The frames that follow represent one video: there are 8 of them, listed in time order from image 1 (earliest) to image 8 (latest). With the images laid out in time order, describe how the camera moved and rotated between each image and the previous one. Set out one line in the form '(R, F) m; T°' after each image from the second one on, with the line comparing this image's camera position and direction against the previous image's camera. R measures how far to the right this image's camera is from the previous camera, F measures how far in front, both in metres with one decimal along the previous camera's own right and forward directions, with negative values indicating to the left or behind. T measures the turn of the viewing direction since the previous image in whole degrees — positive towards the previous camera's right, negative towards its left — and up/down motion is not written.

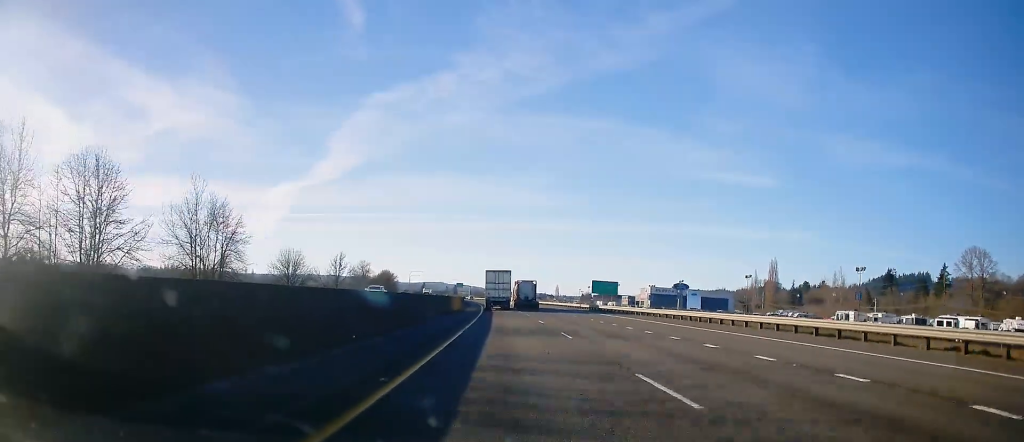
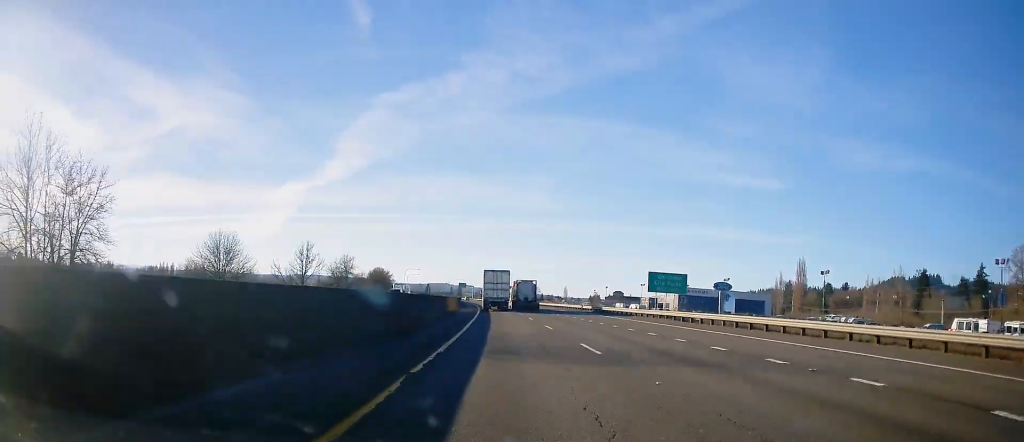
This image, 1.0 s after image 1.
(-0.4, +30.5) m; -1°
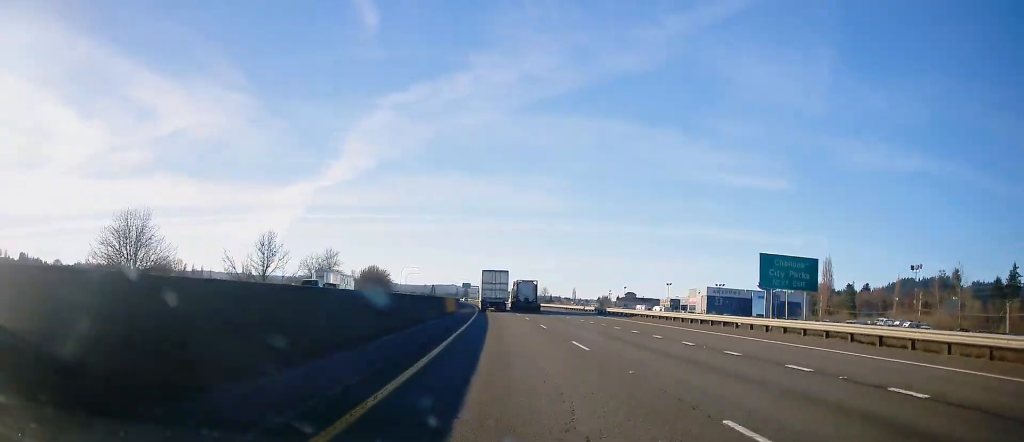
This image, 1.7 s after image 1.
(0.0, +23.0) m; 0°
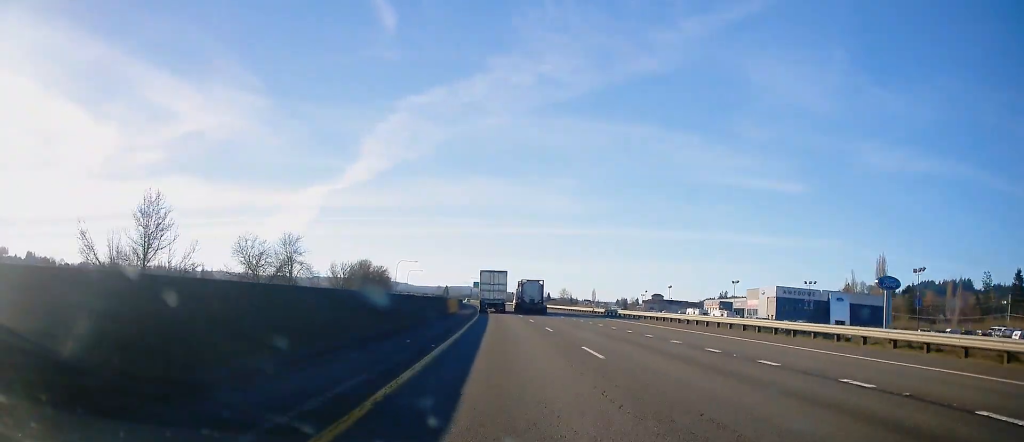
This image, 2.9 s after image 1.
(0.0, +38.5) m; -1°
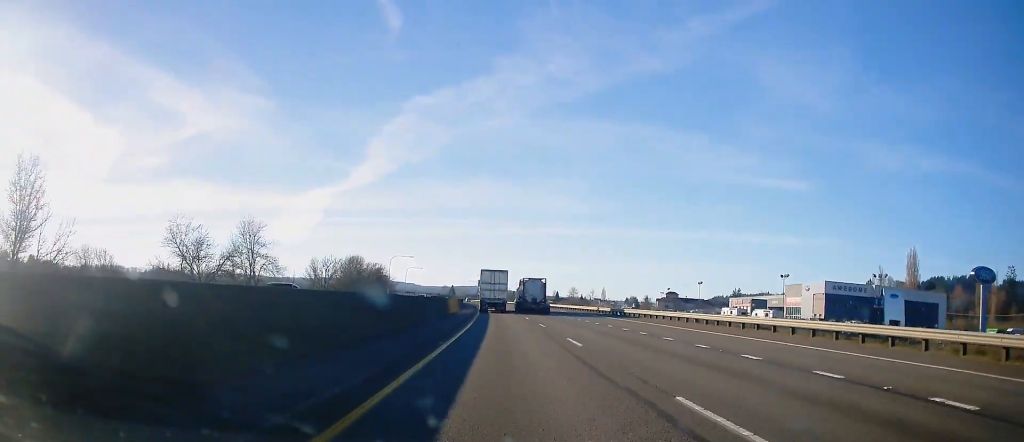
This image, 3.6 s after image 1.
(-0.2, +20.6) m; -1°
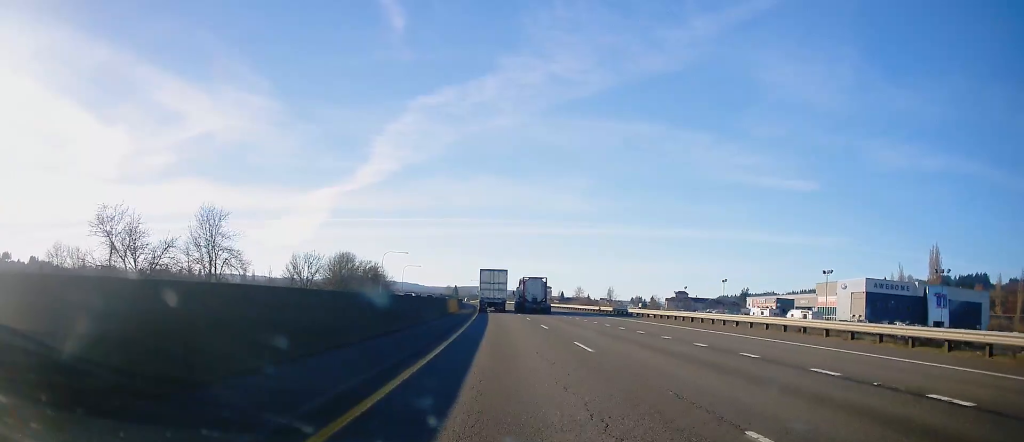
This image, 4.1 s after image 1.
(-0.3, +14.5) m; -1°
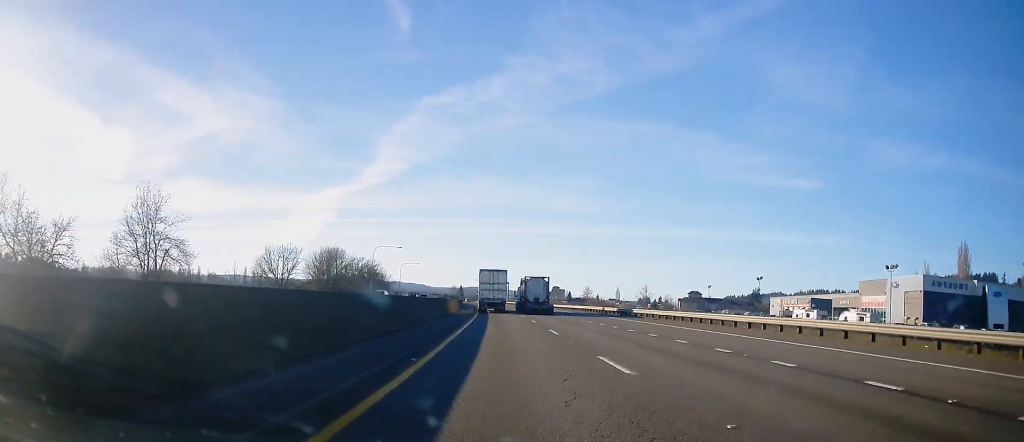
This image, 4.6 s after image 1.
(-0.1, +16.5) m; 0°
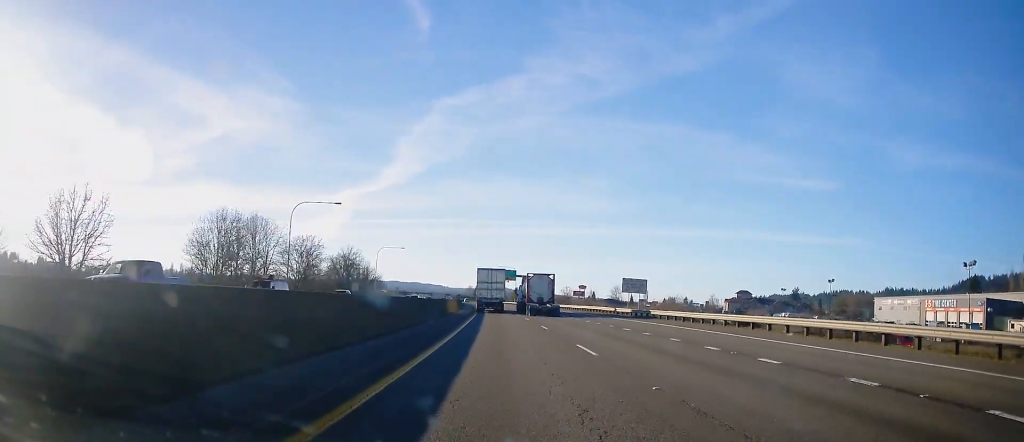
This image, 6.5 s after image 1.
(-0.6, +57.8) m; -1°
